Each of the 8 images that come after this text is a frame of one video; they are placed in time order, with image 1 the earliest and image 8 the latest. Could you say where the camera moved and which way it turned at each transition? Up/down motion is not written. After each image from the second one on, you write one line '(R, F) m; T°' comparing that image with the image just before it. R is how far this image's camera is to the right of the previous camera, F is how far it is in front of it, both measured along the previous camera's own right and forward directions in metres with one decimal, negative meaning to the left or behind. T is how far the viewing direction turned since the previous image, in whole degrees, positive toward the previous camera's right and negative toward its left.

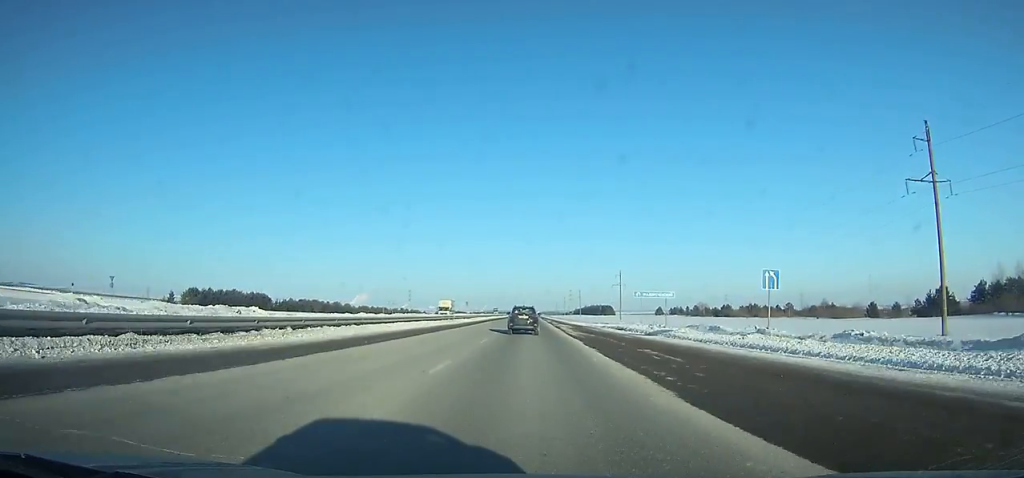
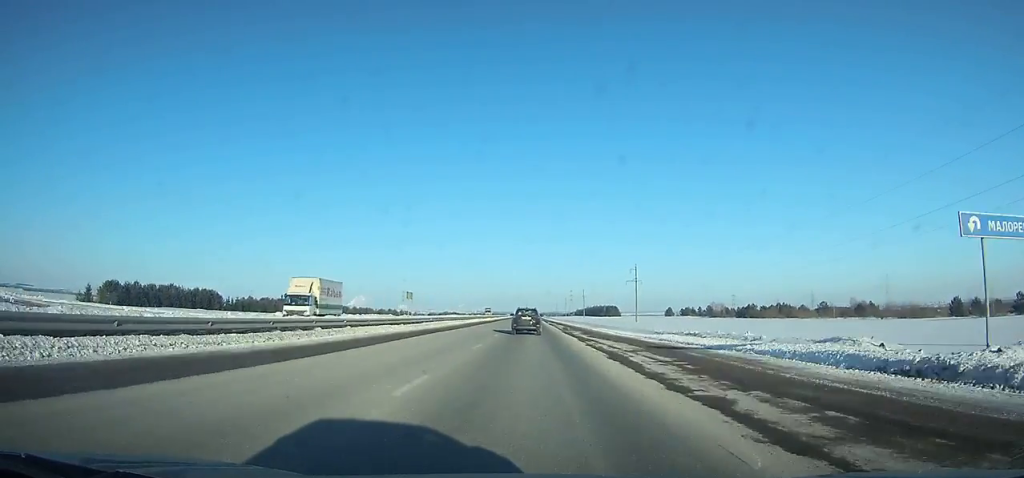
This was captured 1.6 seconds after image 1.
(+0.3, +39.2) m; 0°
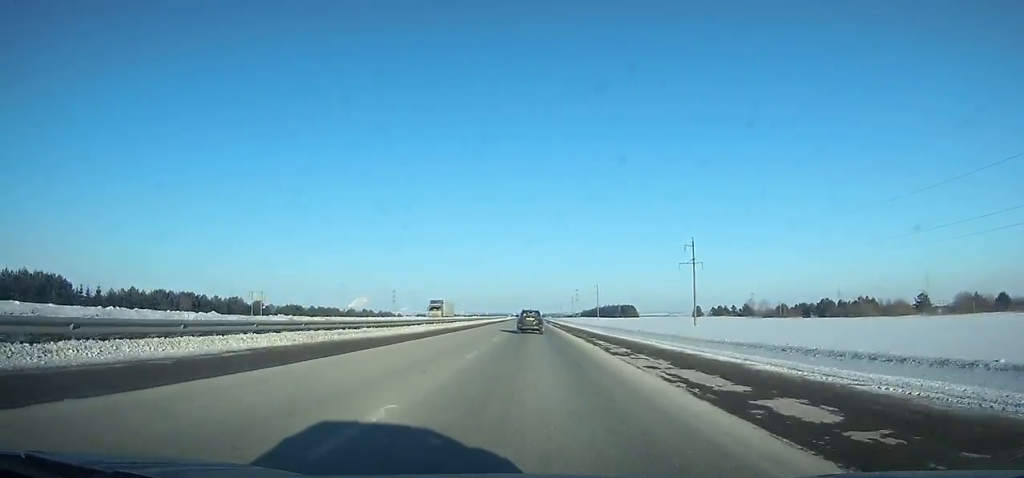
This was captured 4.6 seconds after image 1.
(+0.4, +74.0) m; 0°
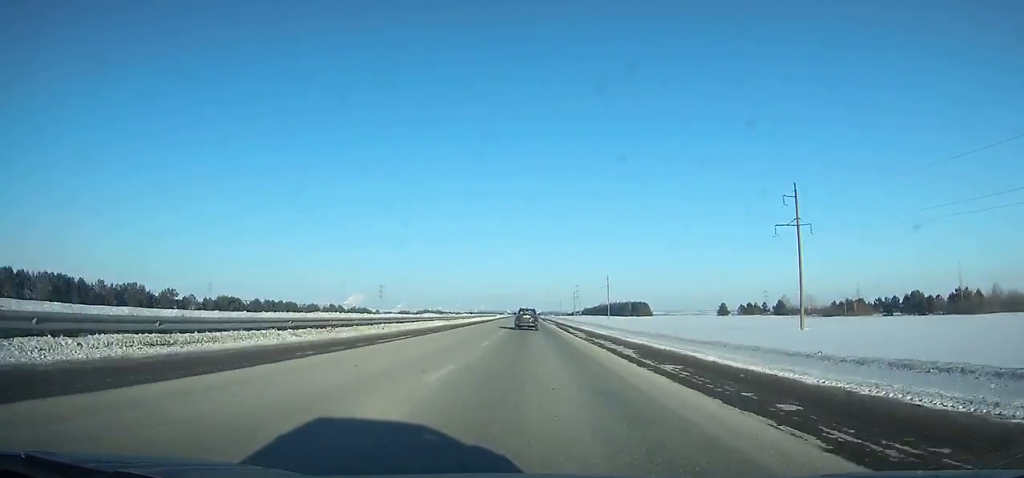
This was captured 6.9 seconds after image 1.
(0.0, +58.3) m; 0°
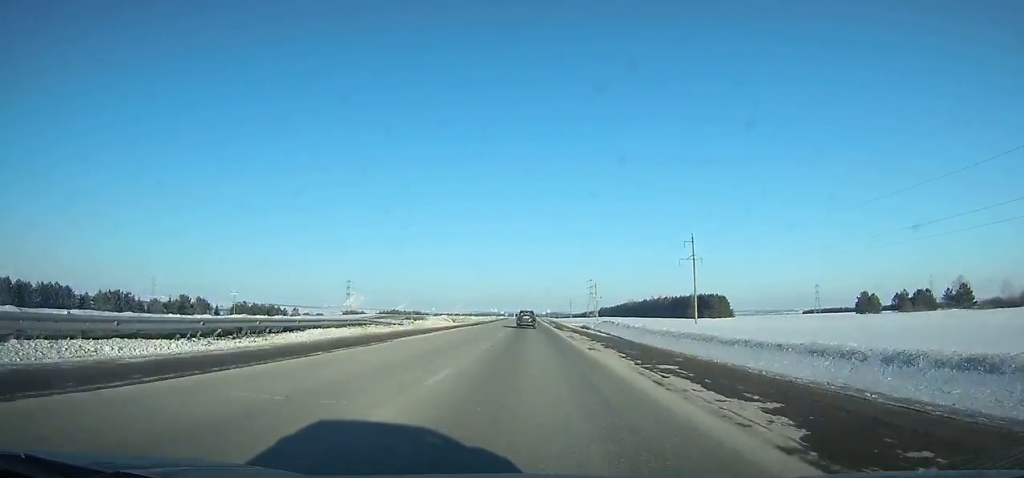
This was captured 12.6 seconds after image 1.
(-0.2, +160.3) m; 0°
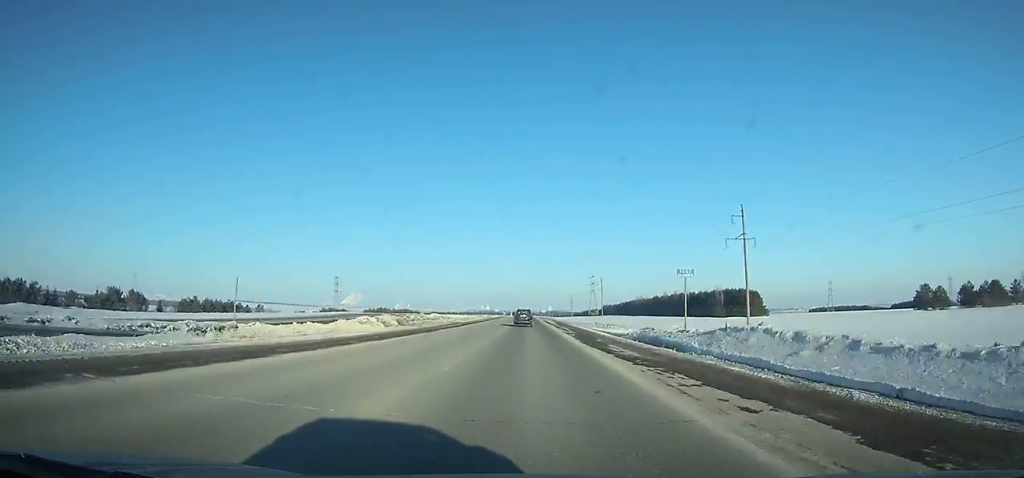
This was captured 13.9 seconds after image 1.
(0.0, +40.8) m; 0°
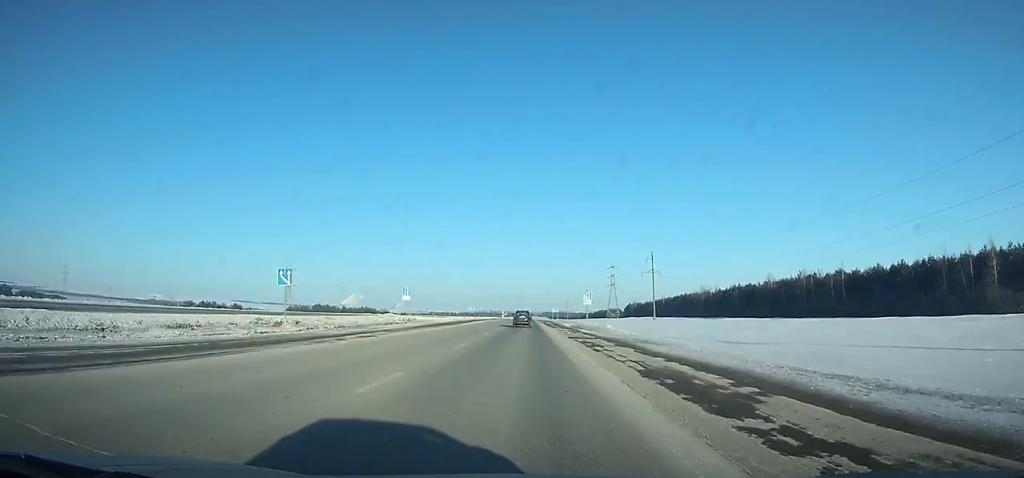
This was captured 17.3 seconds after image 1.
(0.0, +104.2) m; 0°
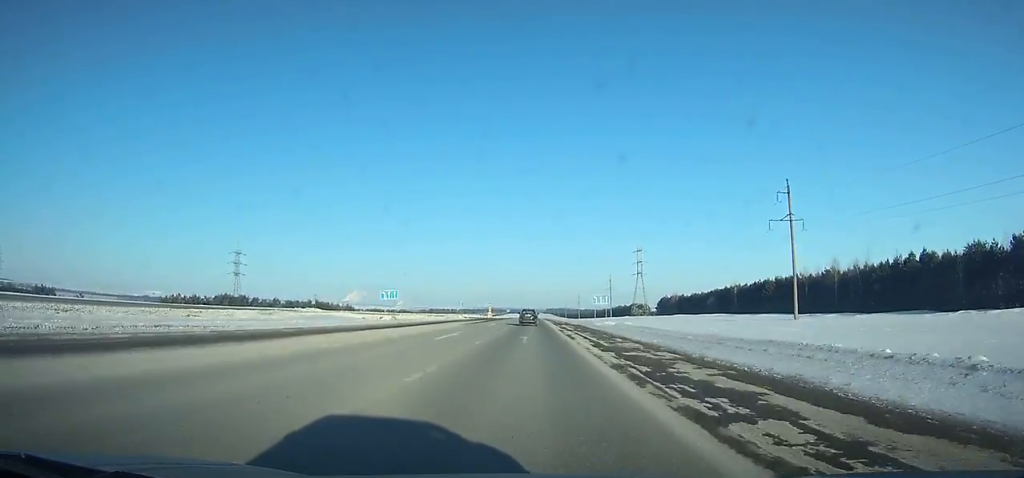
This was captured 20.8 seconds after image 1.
(-0.3, +101.2) m; 0°
